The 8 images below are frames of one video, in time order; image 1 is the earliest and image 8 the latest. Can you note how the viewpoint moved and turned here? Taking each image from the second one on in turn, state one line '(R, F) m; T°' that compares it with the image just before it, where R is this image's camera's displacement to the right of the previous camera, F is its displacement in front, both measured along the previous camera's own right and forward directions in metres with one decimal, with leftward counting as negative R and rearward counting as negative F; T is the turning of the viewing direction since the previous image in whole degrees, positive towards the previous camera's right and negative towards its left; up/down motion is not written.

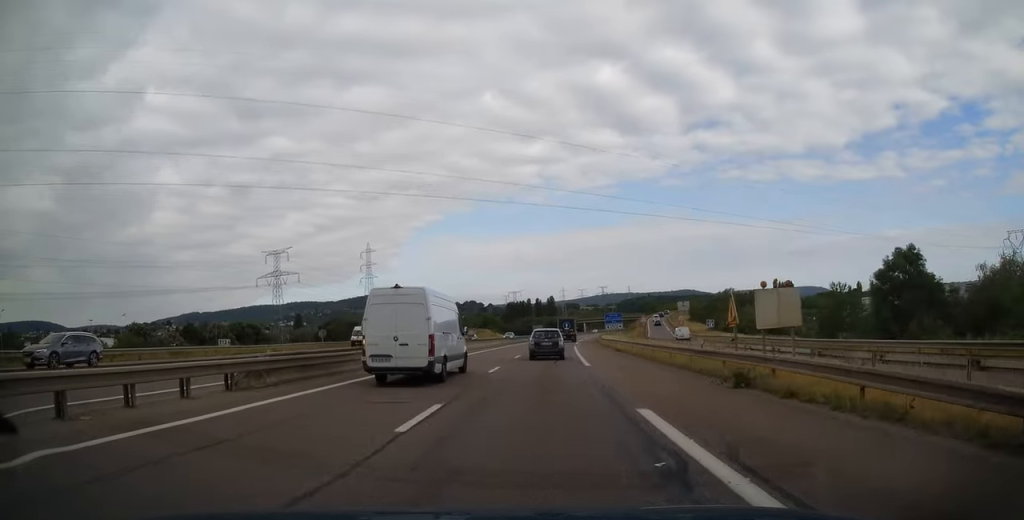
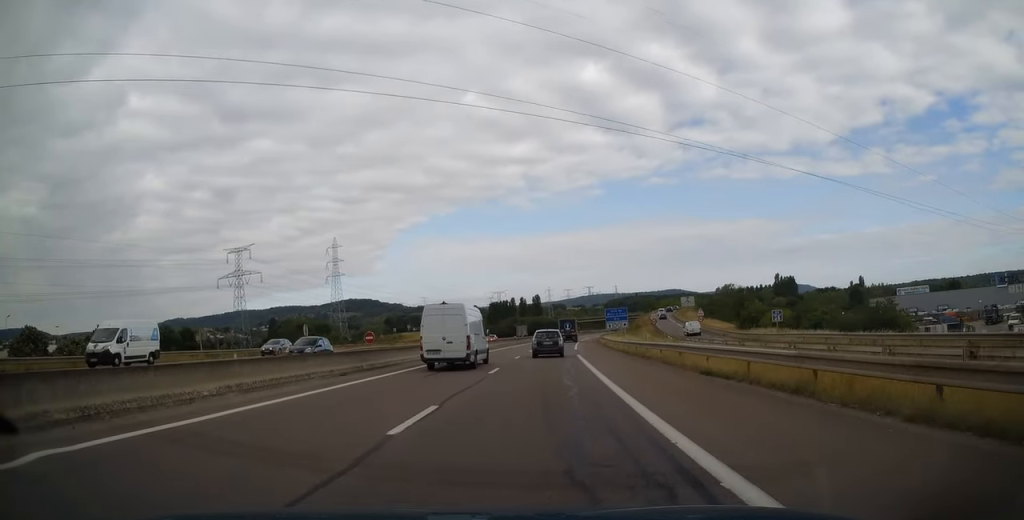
(-0.2, +26.3) m; +1°
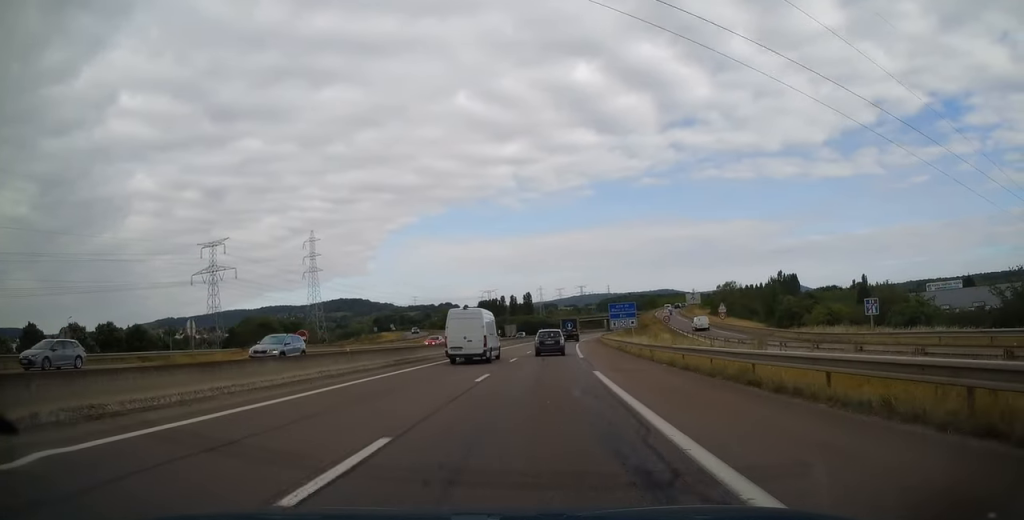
(+0.2, +16.7) m; +2°
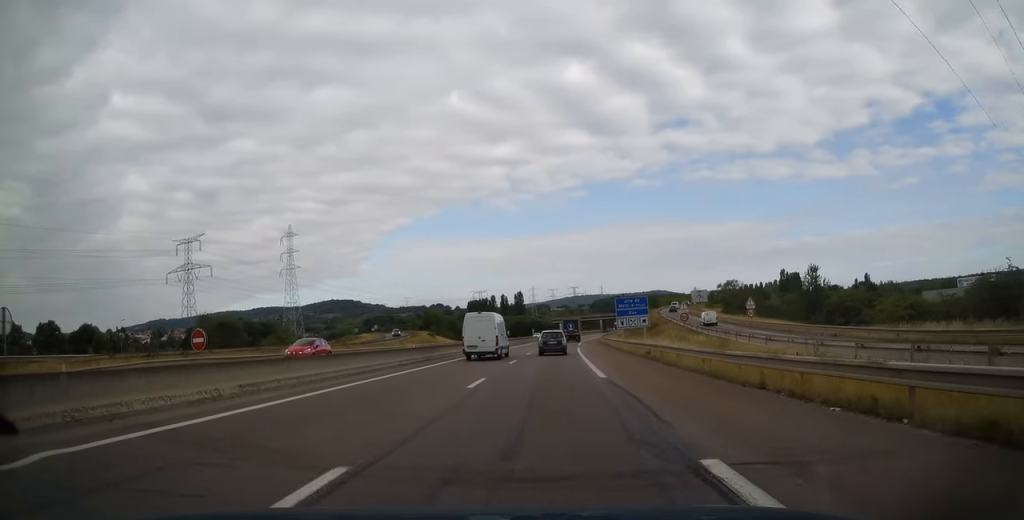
(+0.3, +14.7) m; +1°
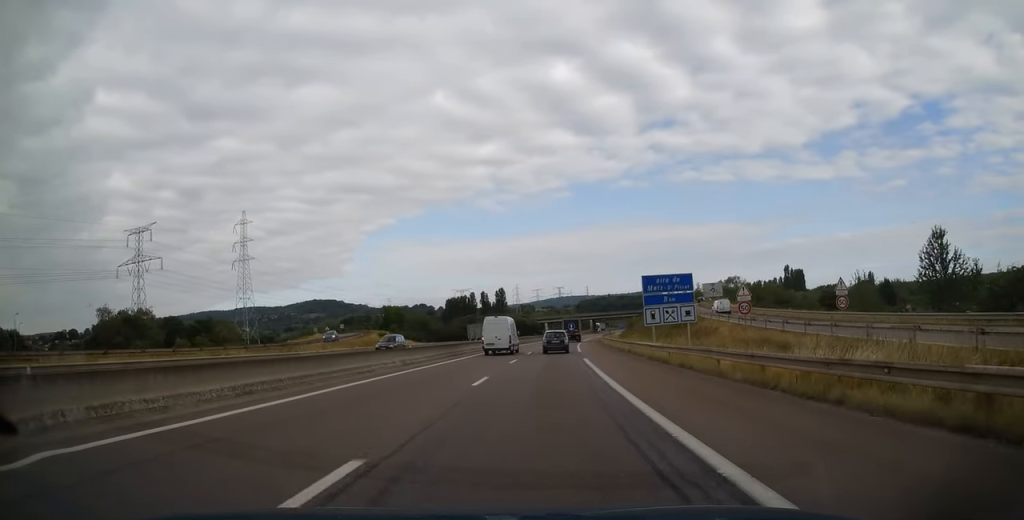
(+0.2, +25.6) m; +1°
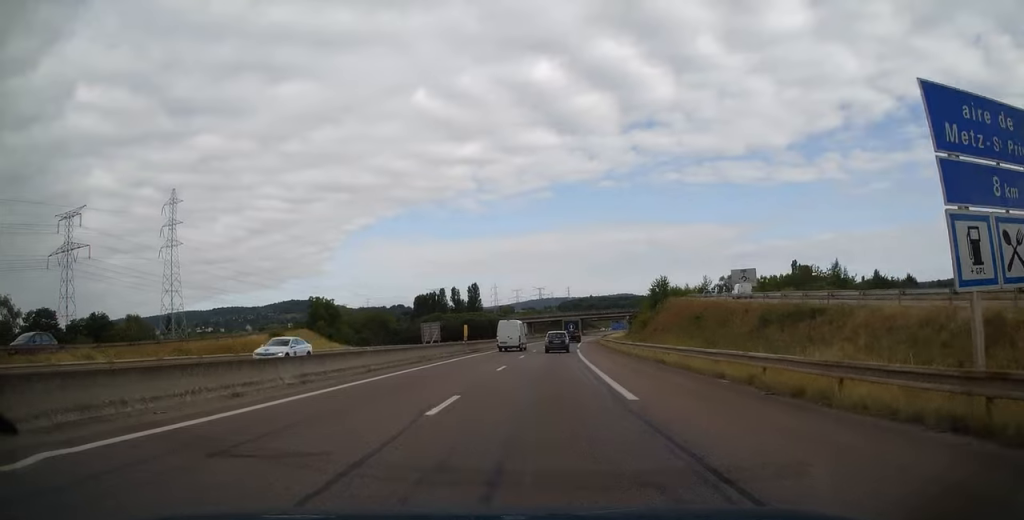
(+0.5, +32.0) m; +2°
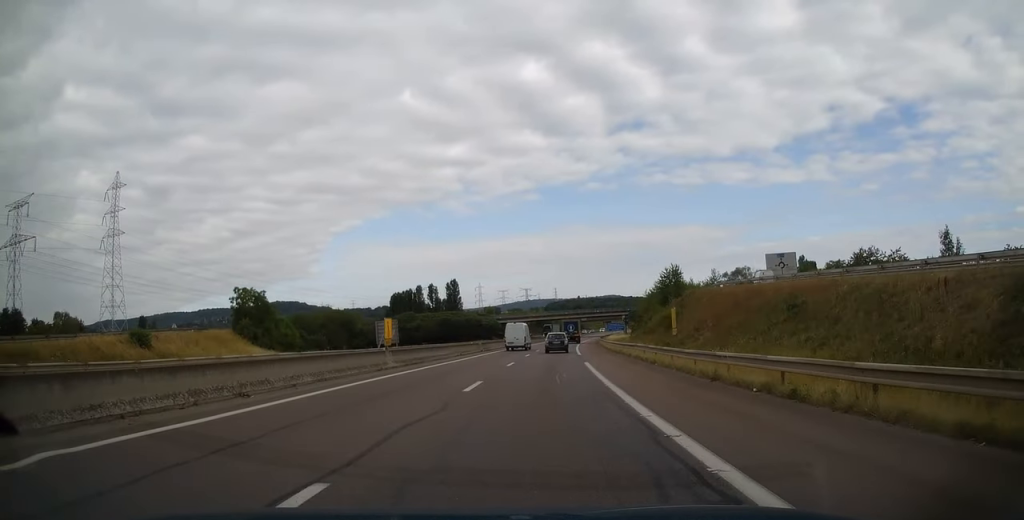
(+0.3, +21.4) m; +2°
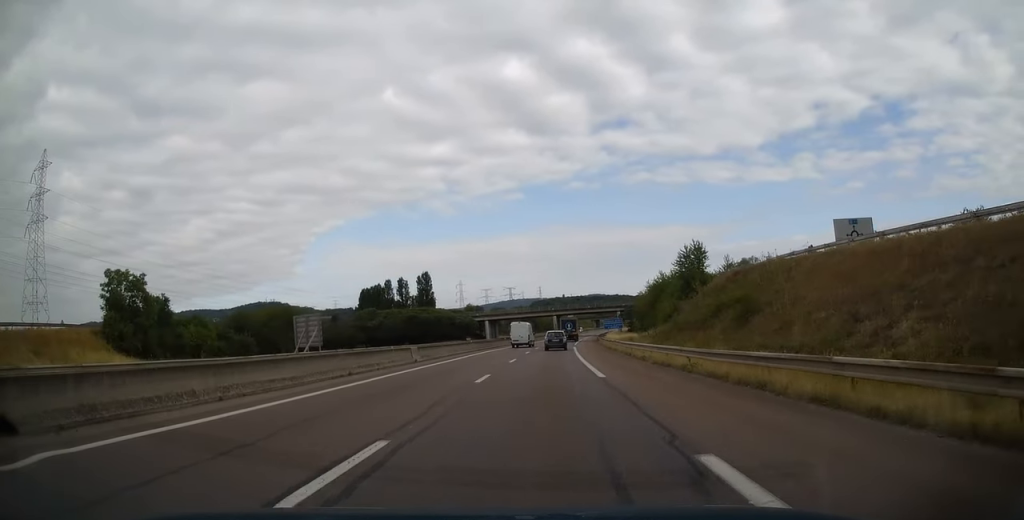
(+0.4, +23.6) m; +1°
